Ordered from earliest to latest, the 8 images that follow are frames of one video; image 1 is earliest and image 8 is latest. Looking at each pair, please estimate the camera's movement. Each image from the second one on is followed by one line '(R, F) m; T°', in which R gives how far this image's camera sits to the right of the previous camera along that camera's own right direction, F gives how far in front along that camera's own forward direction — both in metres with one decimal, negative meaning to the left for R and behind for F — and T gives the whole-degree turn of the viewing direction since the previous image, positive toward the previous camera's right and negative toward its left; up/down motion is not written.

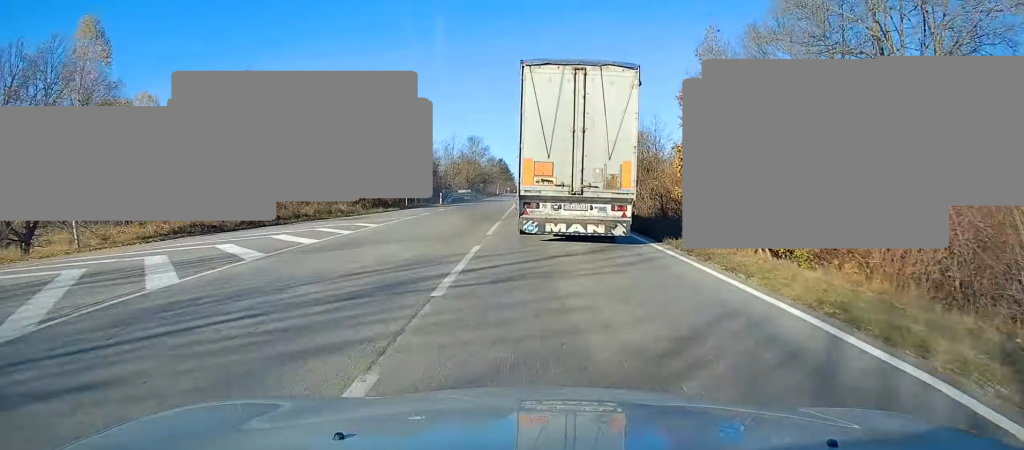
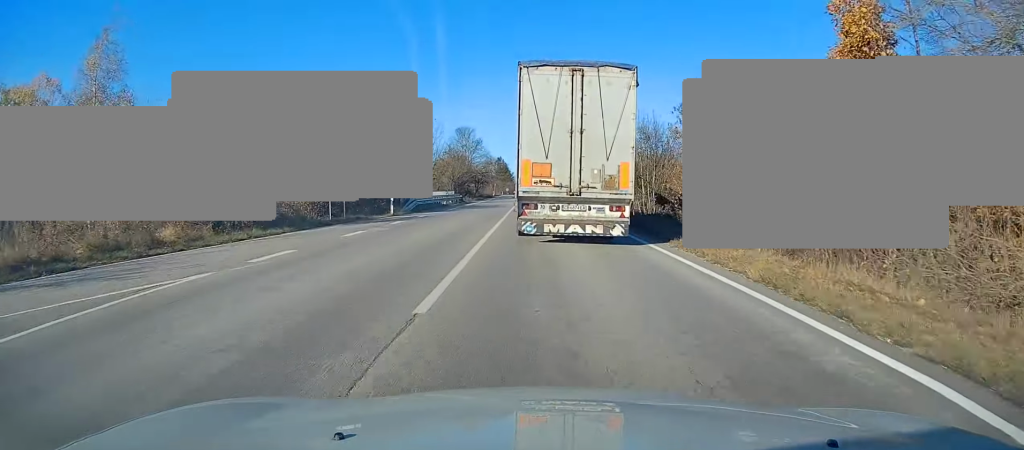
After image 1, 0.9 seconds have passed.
(-0.2, +18.4) m; 0°
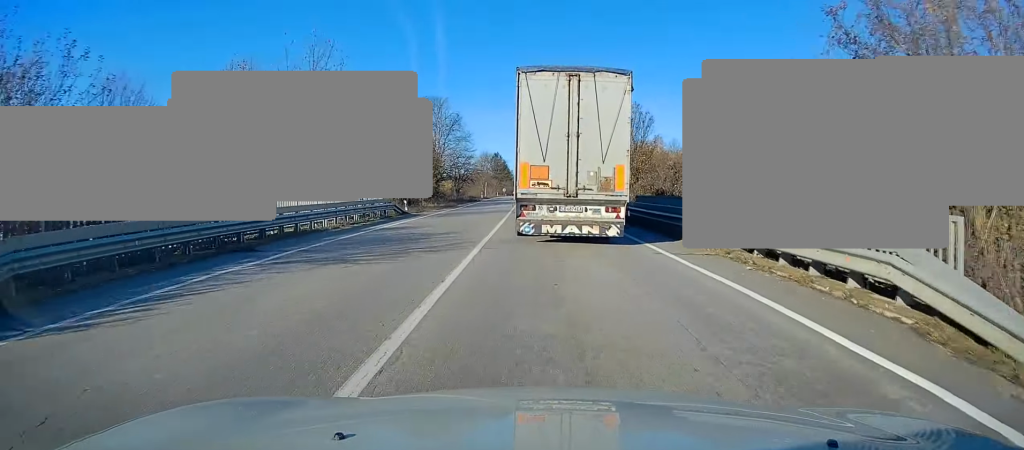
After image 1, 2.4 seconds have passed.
(+0.4, +31.4) m; 0°
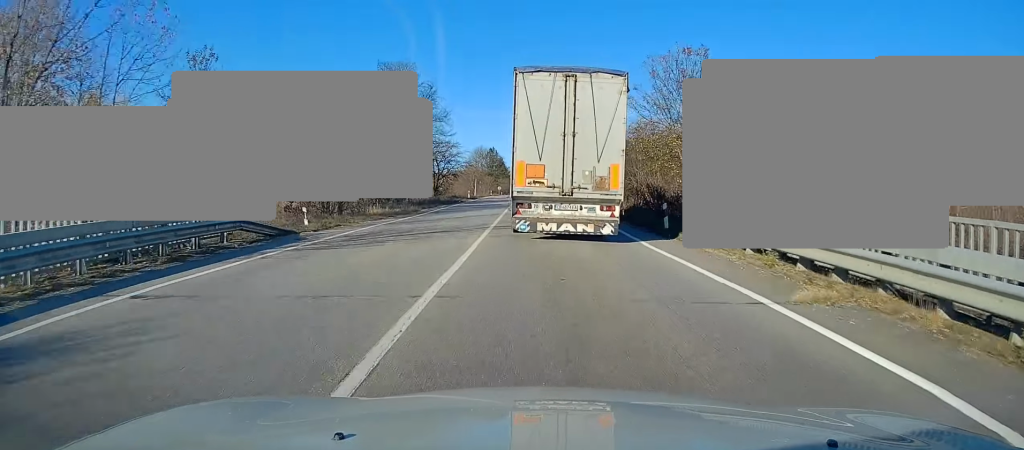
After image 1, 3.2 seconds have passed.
(-0.3, +16.7) m; 0°
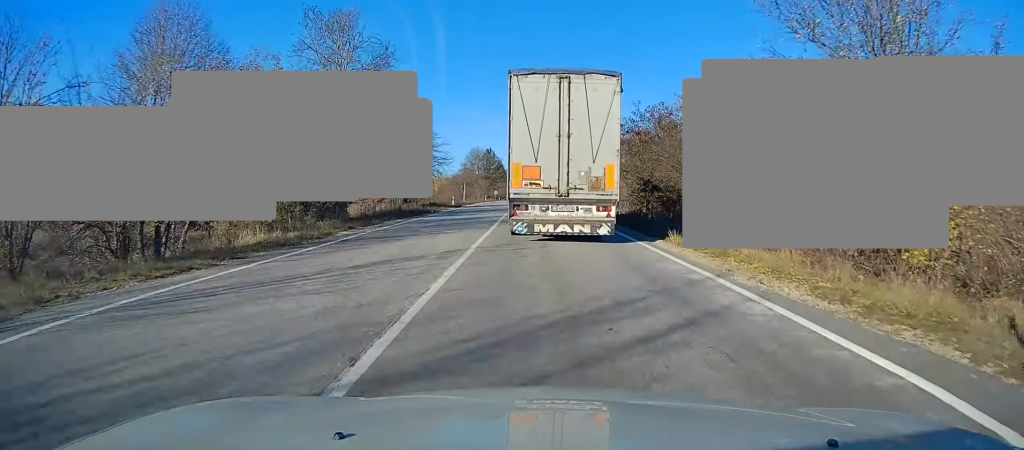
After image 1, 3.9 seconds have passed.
(+0.3, +15.3) m; 0°
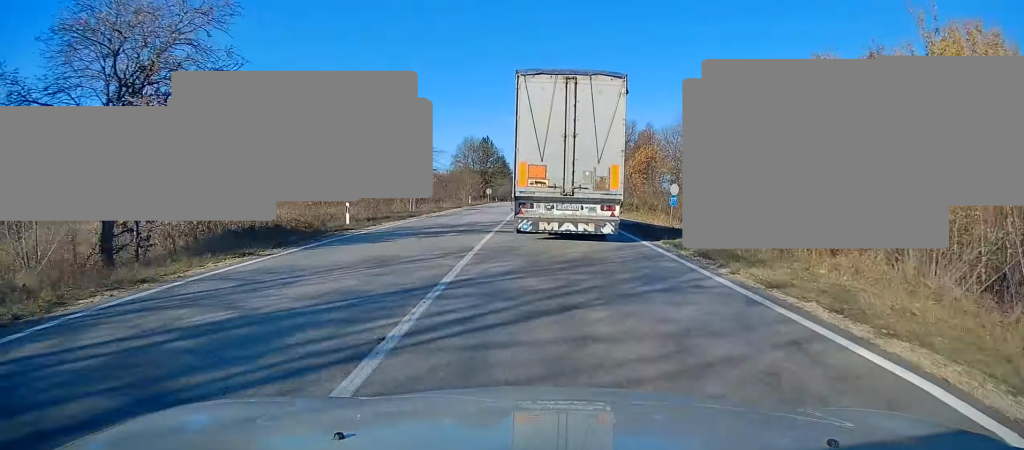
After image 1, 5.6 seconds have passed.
(-0.6, +34.8) m; -1°
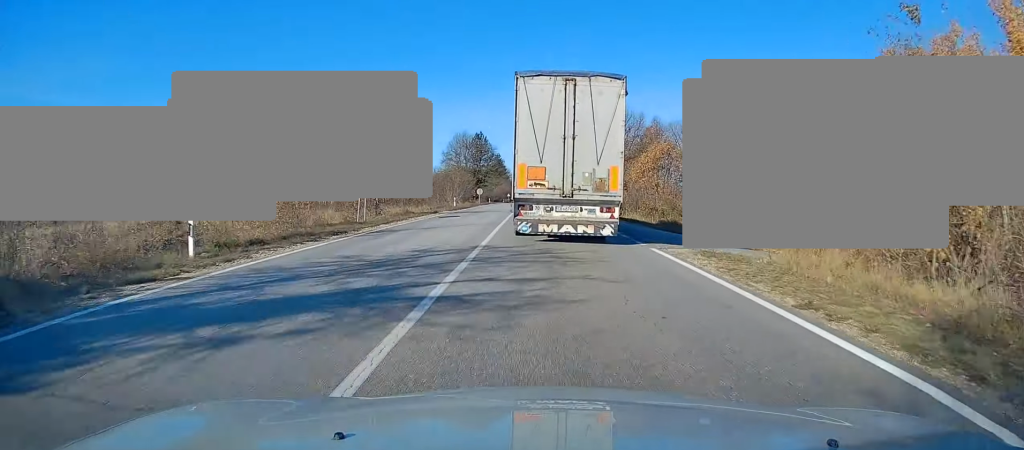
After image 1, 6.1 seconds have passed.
(0.0, +11.2) m; 0°
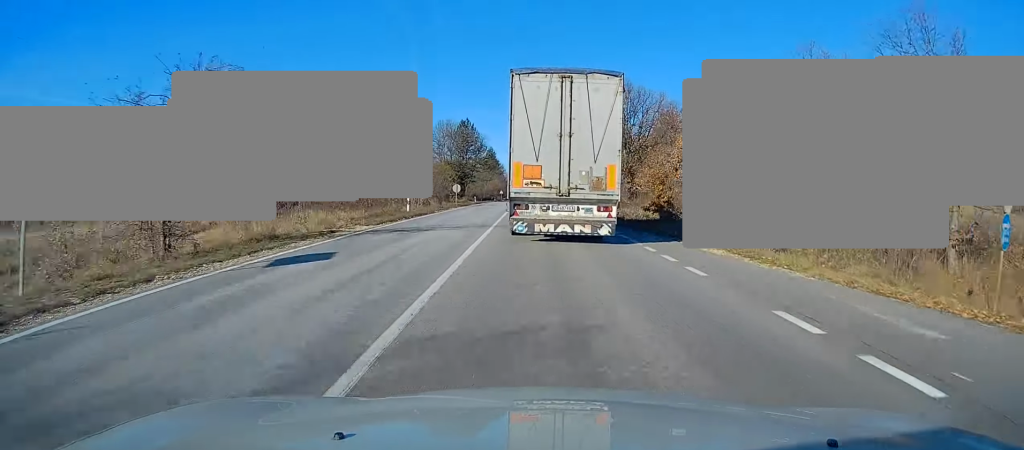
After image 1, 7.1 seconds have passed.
(0.0, +20.4) m; +1°
